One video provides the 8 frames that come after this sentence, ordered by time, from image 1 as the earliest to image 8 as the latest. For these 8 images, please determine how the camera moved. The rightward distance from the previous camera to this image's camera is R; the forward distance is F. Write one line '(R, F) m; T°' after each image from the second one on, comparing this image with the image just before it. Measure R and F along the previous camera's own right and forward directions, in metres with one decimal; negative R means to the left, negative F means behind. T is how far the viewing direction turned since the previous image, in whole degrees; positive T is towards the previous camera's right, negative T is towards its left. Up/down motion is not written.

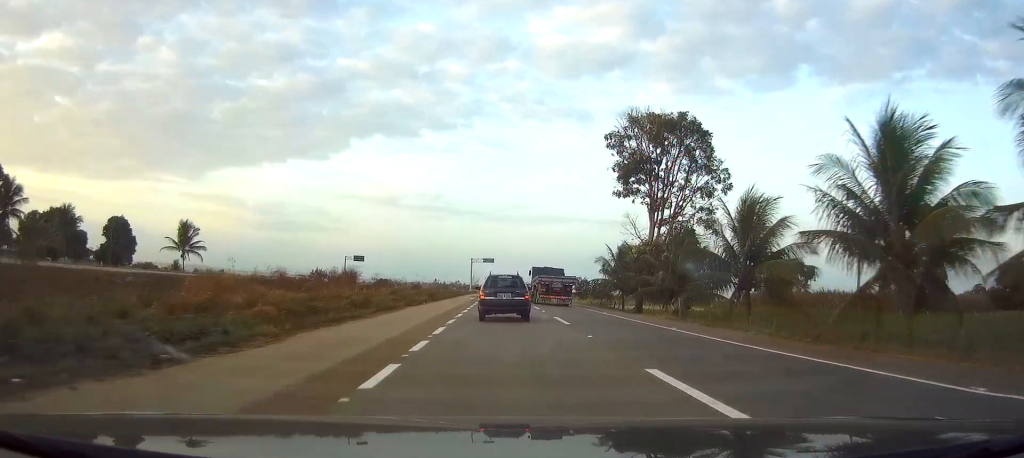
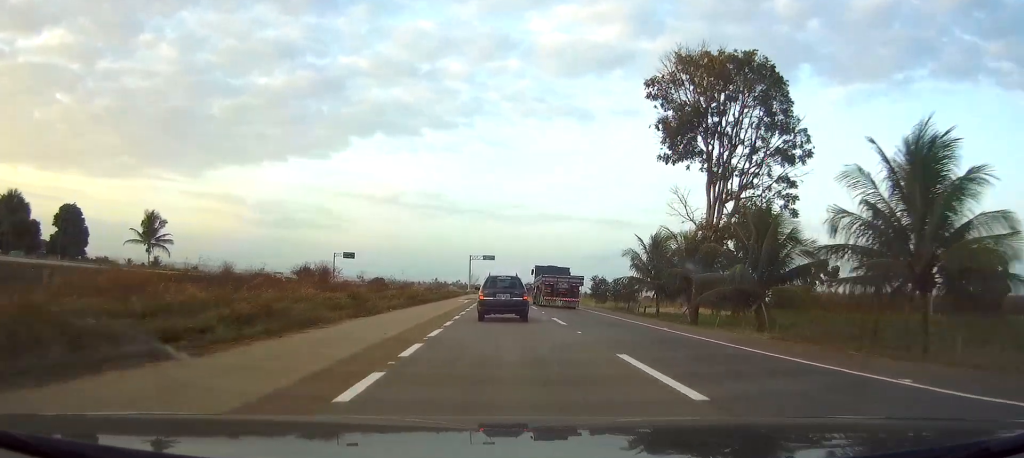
(0.0, +14.1) m; 0°
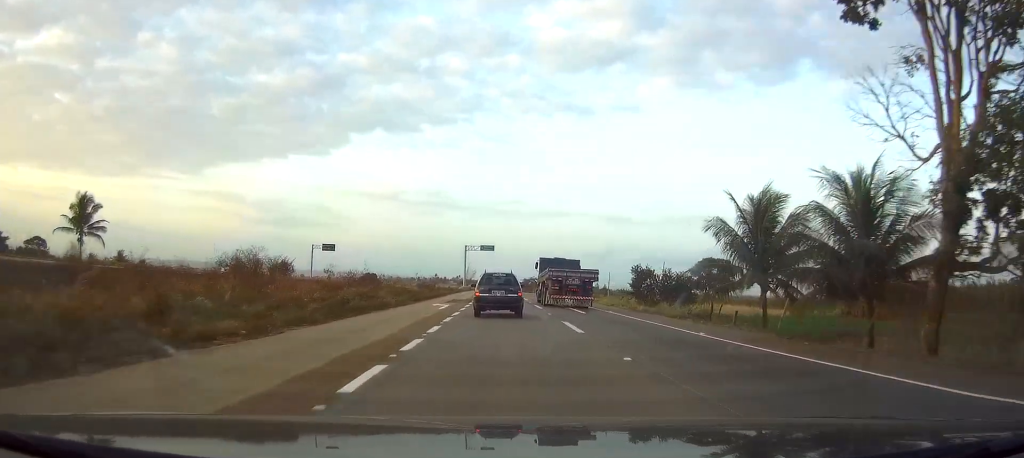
(0.0, +21.2) m; 0°
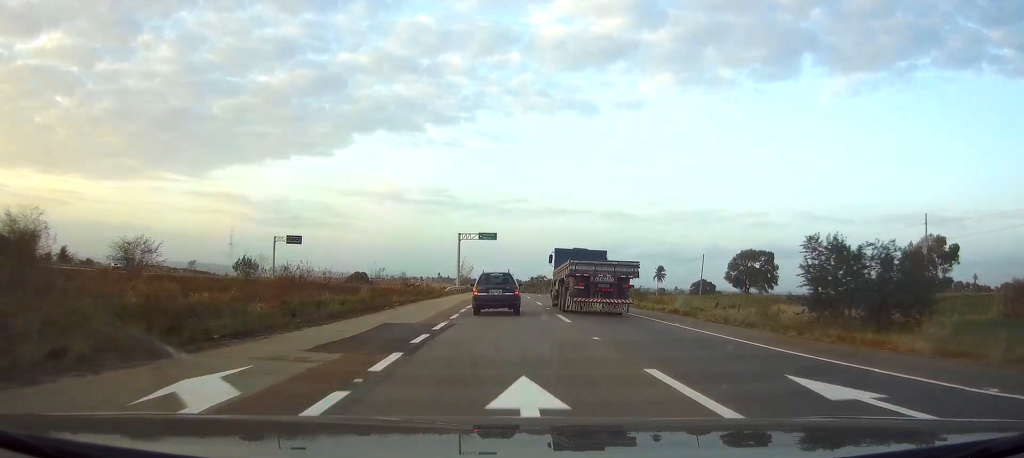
(0.0, +28.7) m; 0°
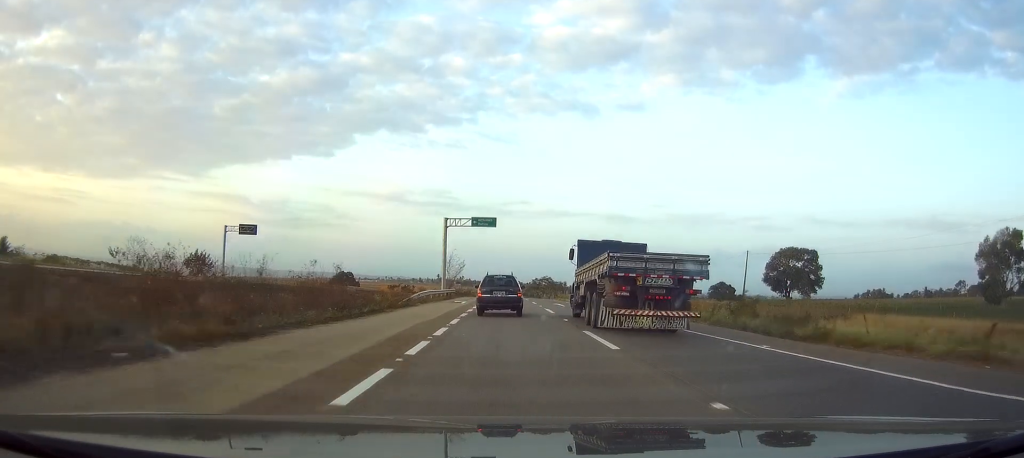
(0.0, +24.0) m; 0°
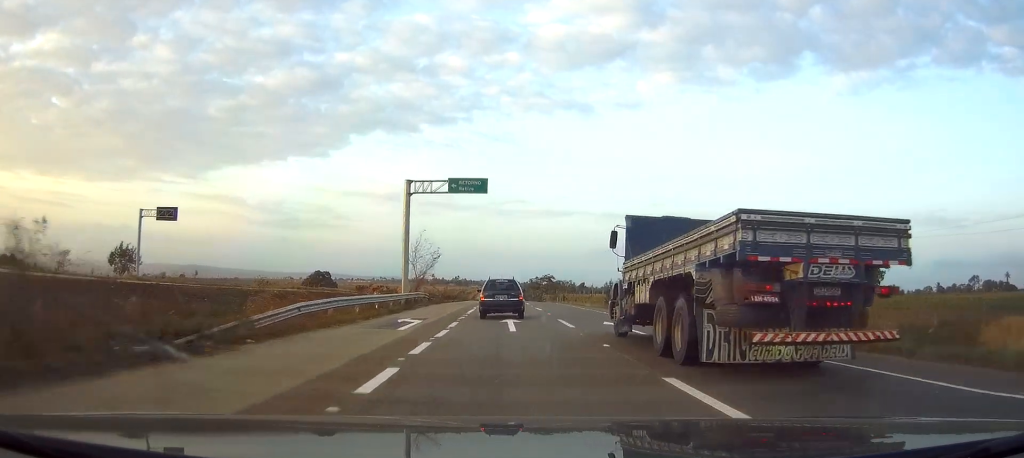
(-0.1, +25.4) m; 0°
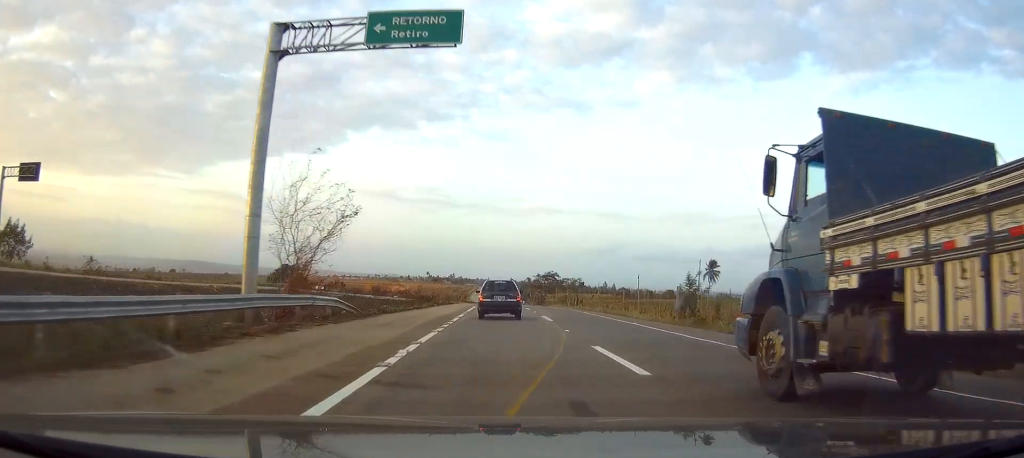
(0.0, +26.8) m; 0°
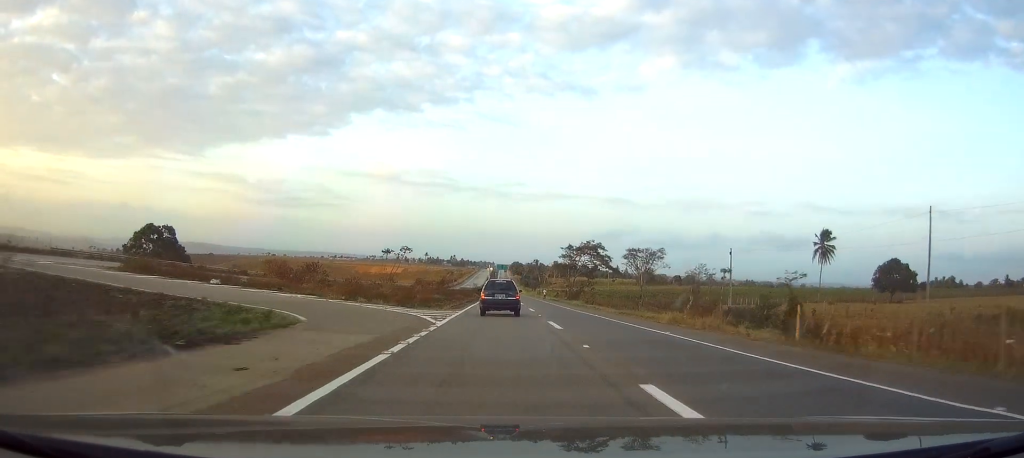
(-0.1, +71.0) m; 0°
